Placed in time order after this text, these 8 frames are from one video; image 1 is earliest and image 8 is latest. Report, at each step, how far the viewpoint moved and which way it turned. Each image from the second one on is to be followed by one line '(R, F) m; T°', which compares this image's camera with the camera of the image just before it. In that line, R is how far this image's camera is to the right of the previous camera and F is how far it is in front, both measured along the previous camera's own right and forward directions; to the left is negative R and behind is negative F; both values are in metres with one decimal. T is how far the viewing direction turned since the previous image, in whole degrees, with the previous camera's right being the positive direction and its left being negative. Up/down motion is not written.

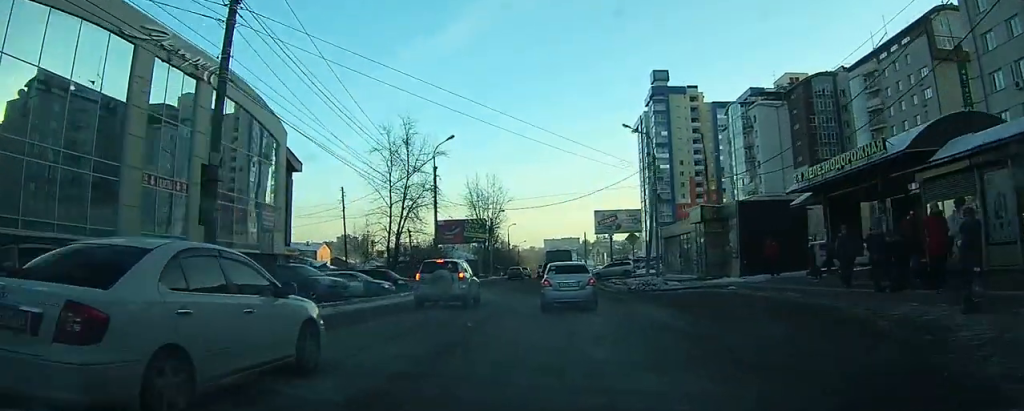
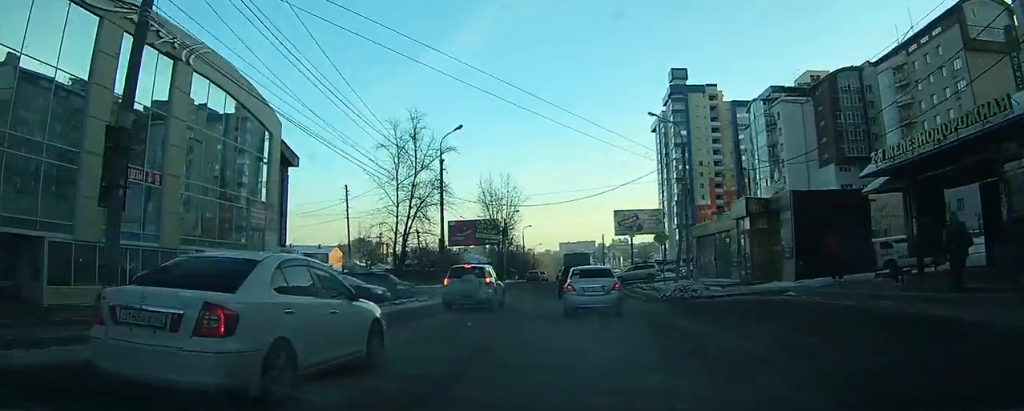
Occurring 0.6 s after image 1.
(0.0, +3.9) m; 0°
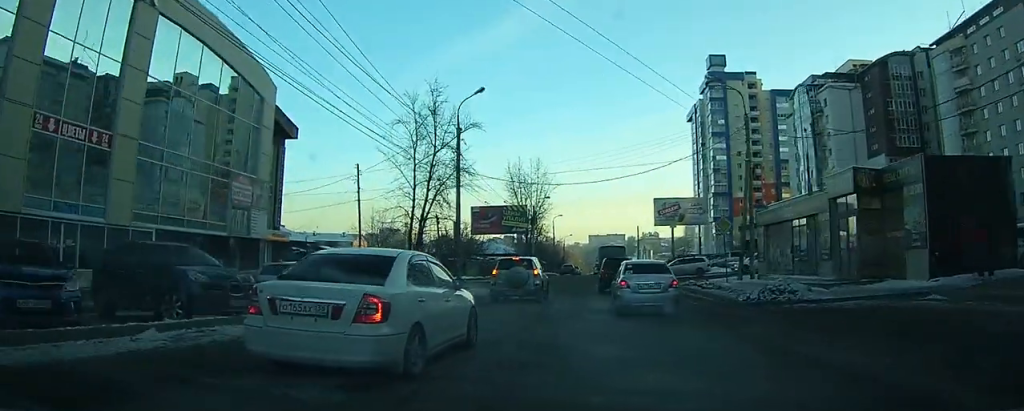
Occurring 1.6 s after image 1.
(-0.1, +5.9) m; -1°
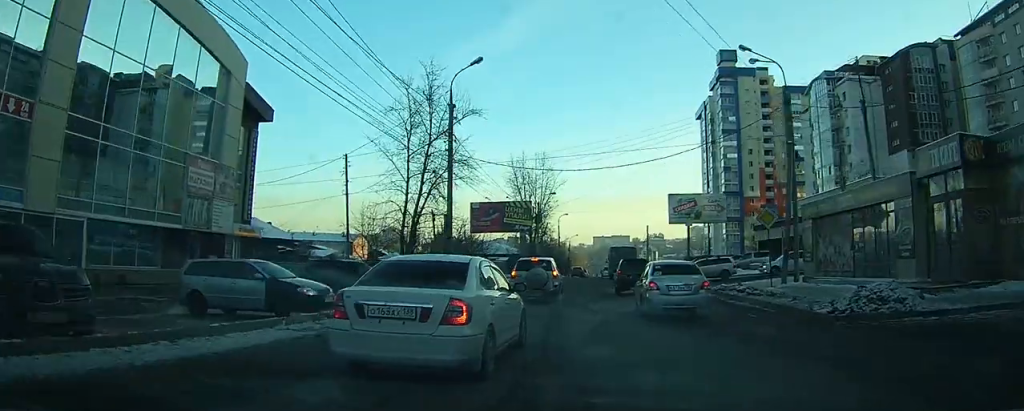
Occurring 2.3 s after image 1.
(0.0, +4.7) m; 0°
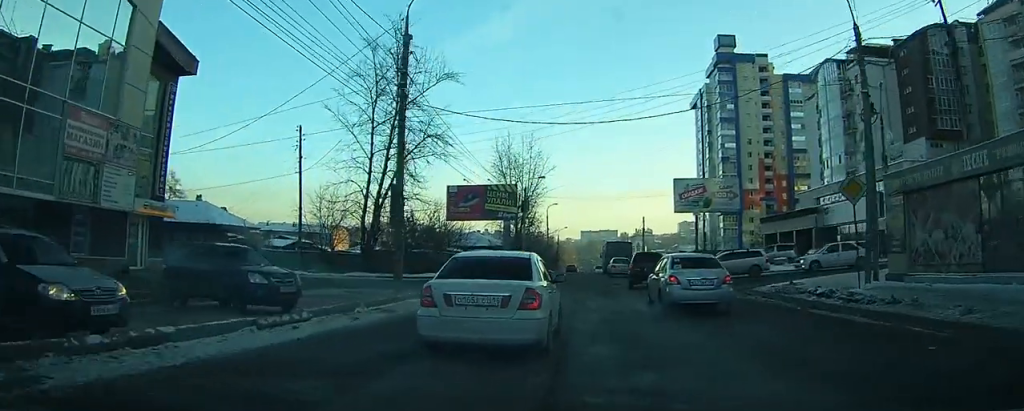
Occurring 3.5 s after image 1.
(0.0, +7.7) m; +1°
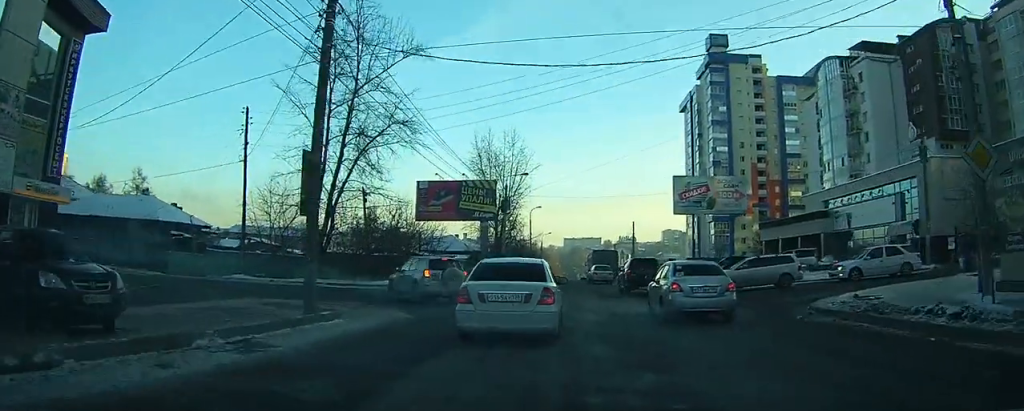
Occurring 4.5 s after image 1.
(0.0, +6.0) m; 0°
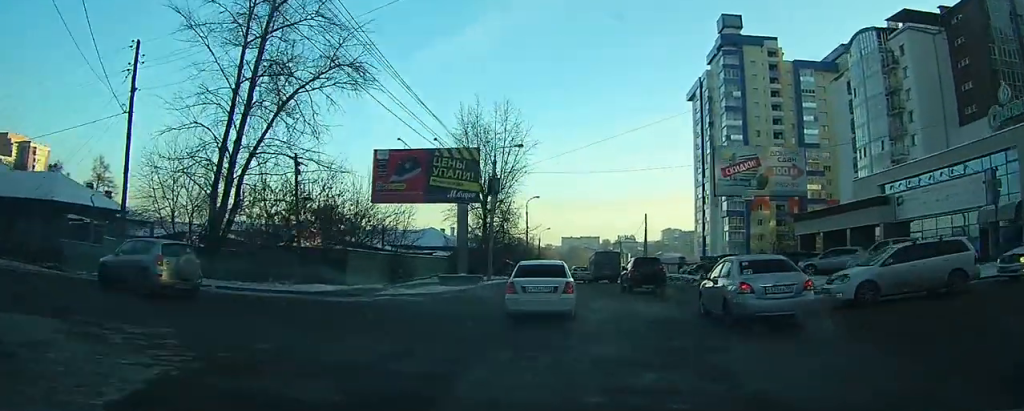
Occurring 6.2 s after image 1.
(-0.1, +9.9) m; 0°
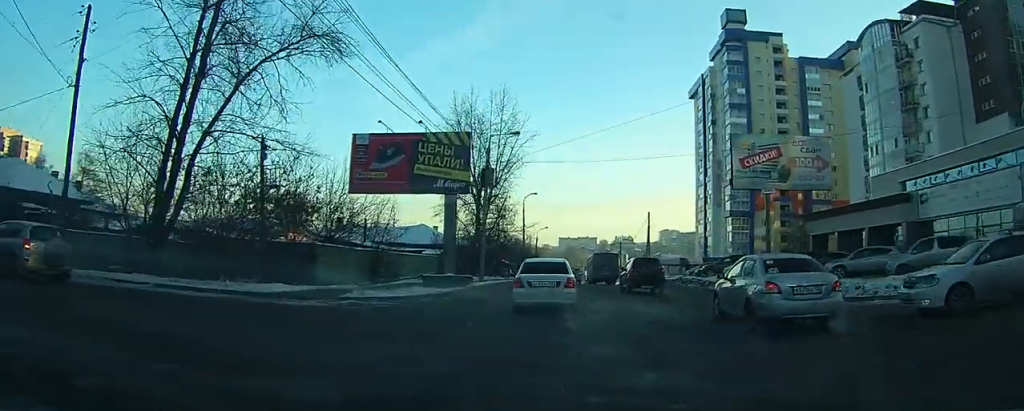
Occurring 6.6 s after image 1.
(0.0, +3.2) m; 0°
